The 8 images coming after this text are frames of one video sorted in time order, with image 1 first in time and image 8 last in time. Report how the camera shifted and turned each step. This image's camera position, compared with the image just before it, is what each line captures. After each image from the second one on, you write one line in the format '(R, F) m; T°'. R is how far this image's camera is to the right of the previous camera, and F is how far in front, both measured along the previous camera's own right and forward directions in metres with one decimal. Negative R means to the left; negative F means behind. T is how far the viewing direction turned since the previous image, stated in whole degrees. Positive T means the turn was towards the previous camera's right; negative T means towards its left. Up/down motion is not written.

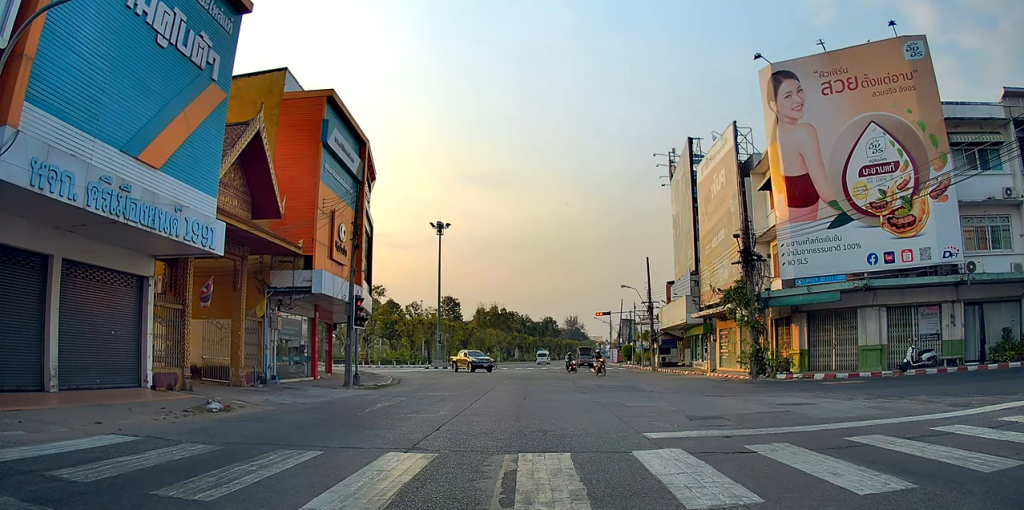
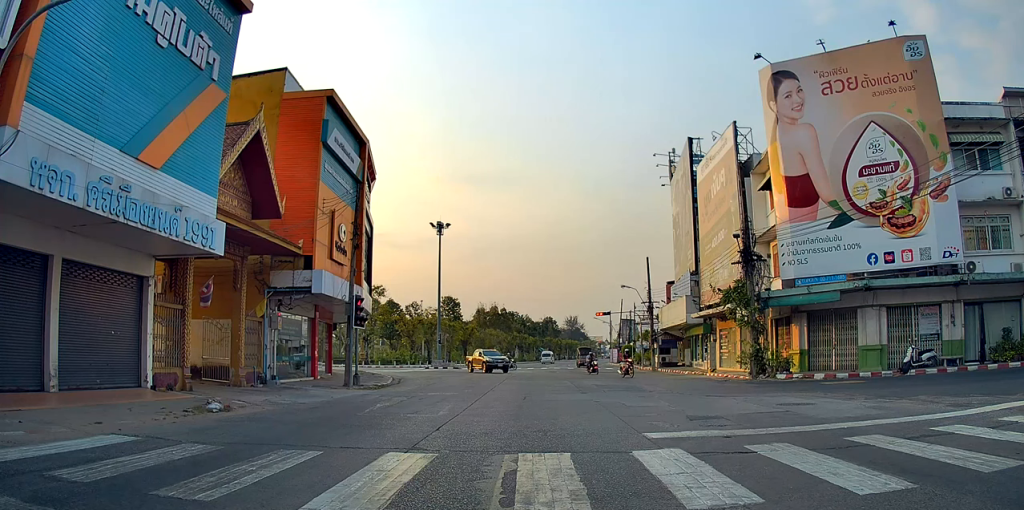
(0.0, 0.0) m; 0°
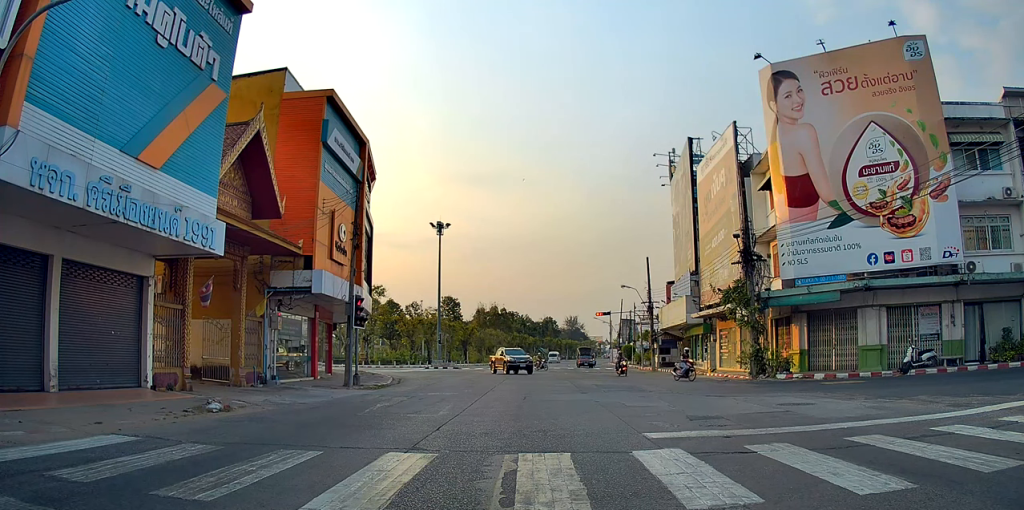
(0.0, 0.0) m; 0°
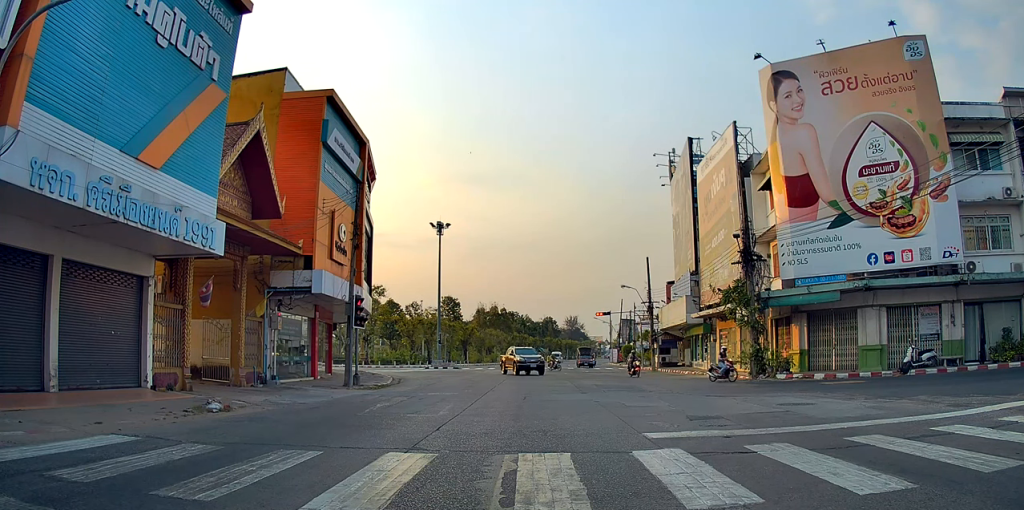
(0.0, 0.0) m; 0°
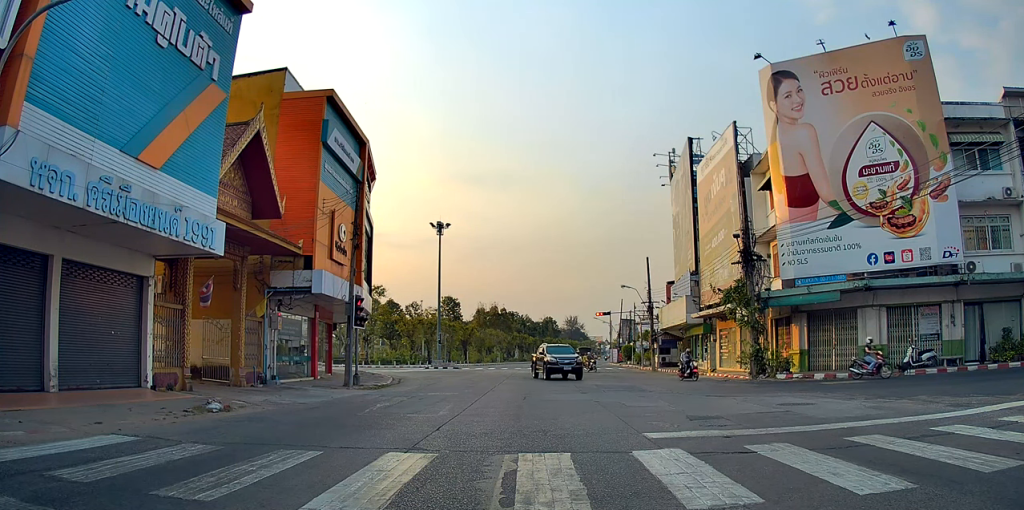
(0.0, 0.0) m; 0°
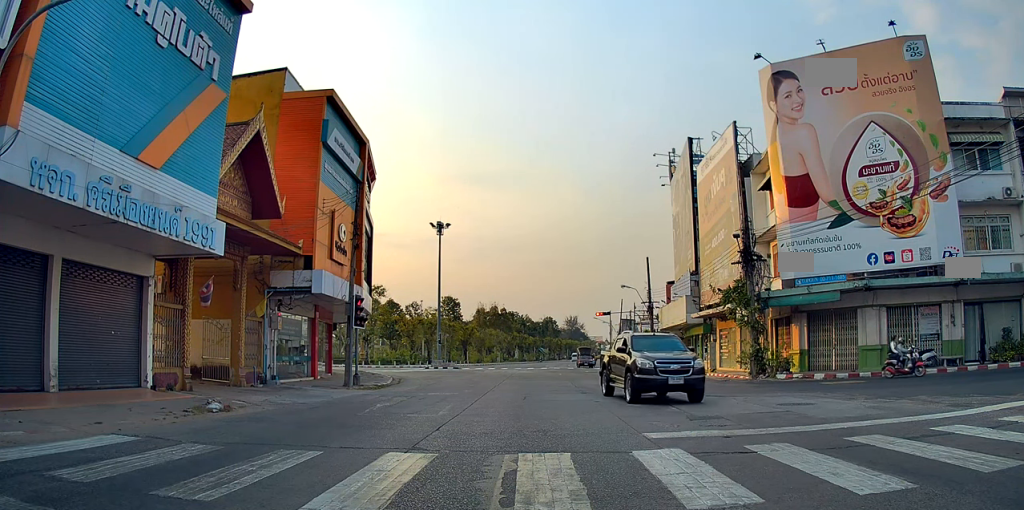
(0.0, 0.0) m; 0°
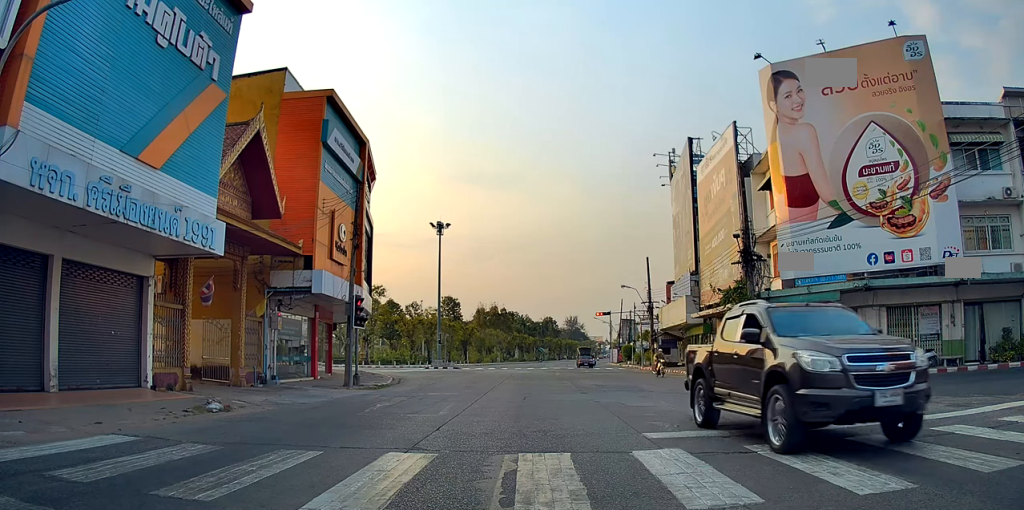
(0.0, 0.0) m; 0°
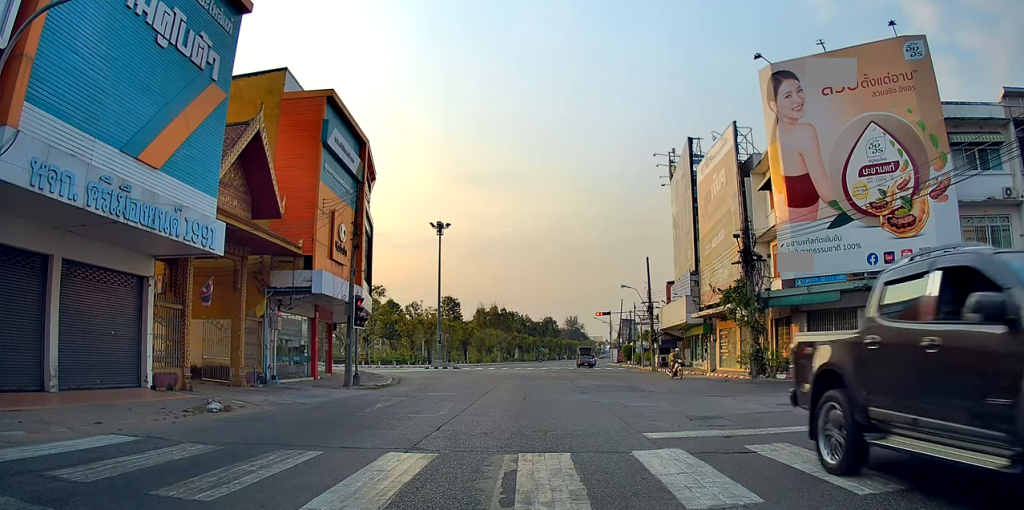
(0.0, 0.0) m; 0°
